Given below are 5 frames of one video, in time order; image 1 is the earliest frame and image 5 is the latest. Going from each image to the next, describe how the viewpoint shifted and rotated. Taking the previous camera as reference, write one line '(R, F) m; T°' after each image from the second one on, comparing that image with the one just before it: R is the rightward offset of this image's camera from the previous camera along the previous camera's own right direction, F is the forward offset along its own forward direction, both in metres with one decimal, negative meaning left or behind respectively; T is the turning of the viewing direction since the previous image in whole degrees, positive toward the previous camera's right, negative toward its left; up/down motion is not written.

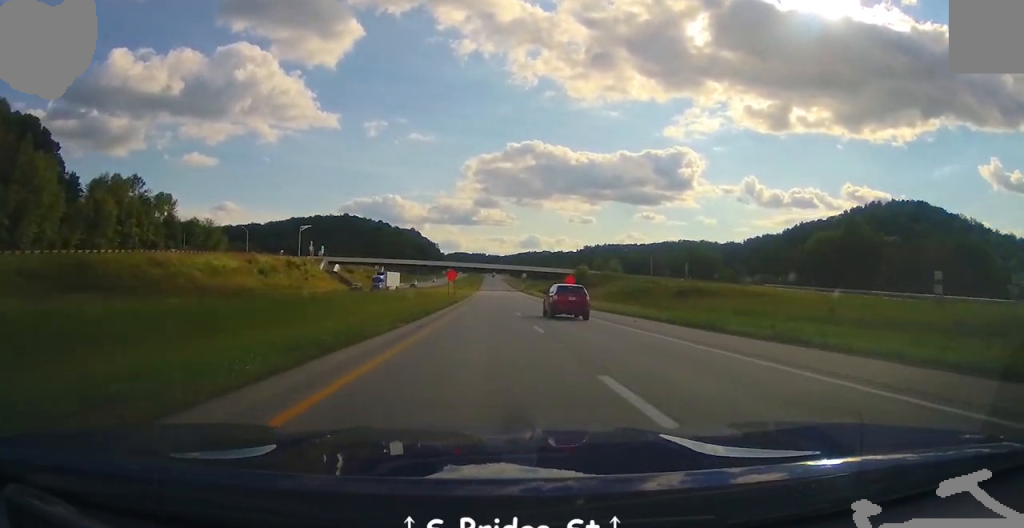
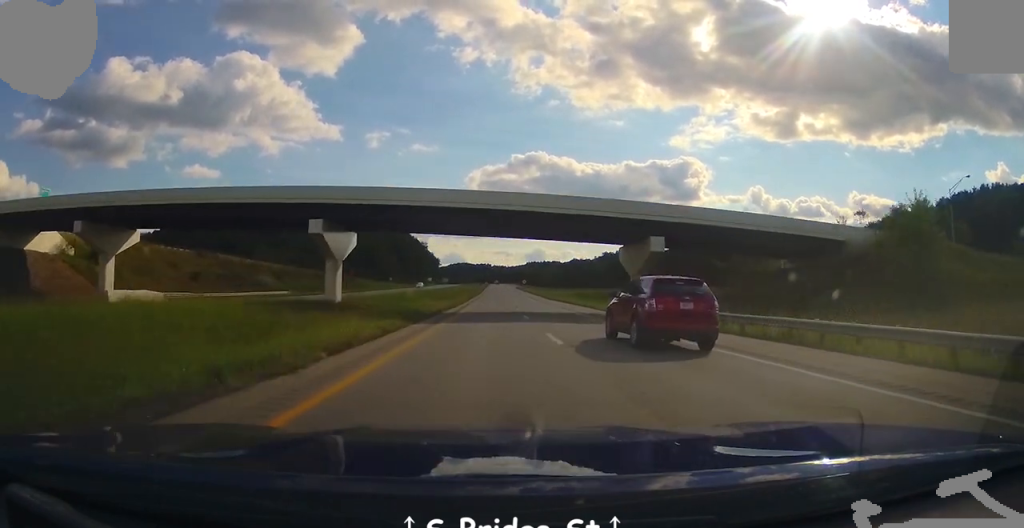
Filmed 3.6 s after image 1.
(-1.1, +125.5) m; 0°
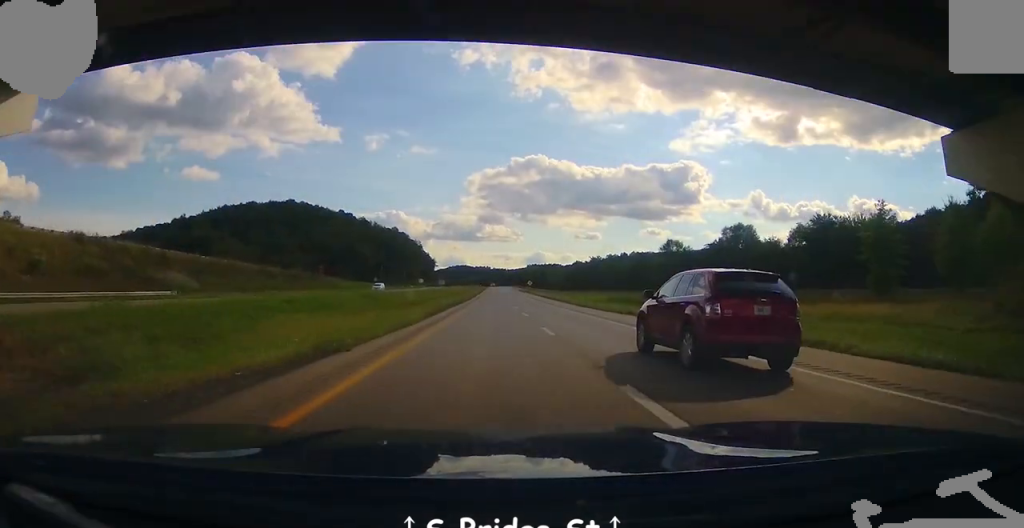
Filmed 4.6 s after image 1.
(+0.4, +34.1) m; +1°
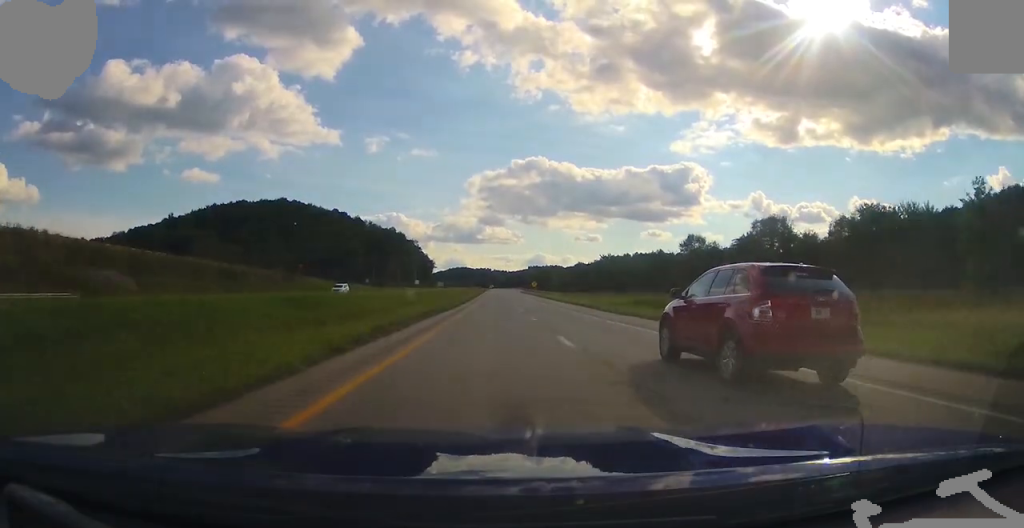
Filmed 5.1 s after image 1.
(+0.1, +15.8) m; 0°
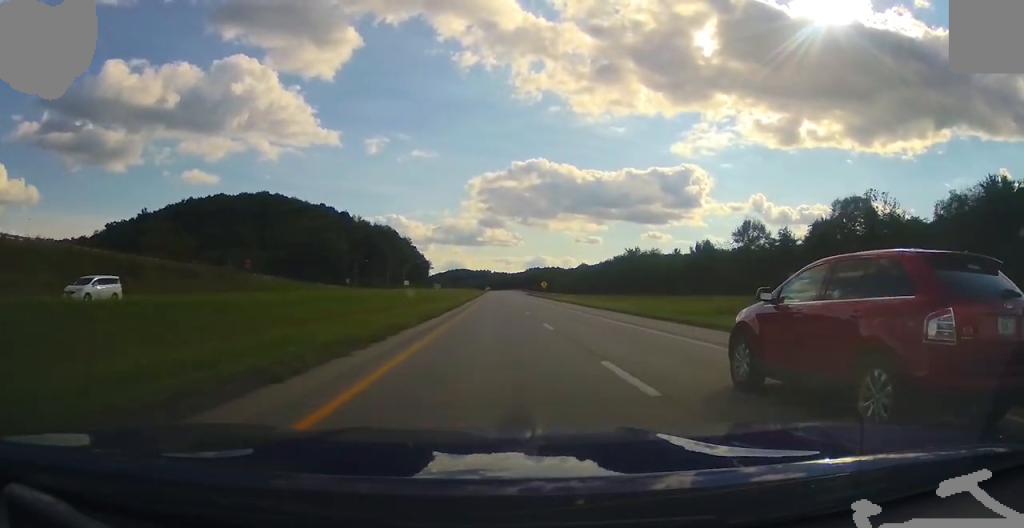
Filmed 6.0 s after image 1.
(0.0, +30.6) m; -1°
